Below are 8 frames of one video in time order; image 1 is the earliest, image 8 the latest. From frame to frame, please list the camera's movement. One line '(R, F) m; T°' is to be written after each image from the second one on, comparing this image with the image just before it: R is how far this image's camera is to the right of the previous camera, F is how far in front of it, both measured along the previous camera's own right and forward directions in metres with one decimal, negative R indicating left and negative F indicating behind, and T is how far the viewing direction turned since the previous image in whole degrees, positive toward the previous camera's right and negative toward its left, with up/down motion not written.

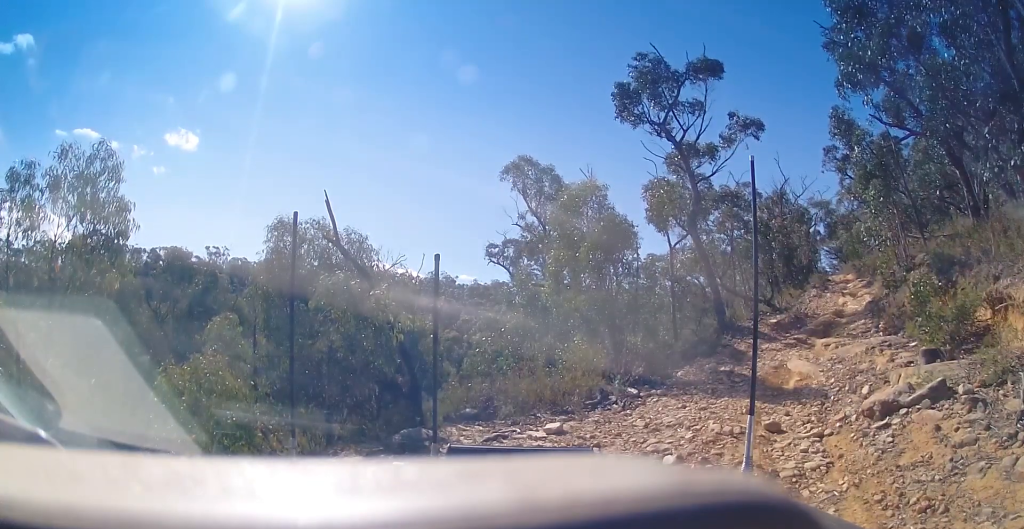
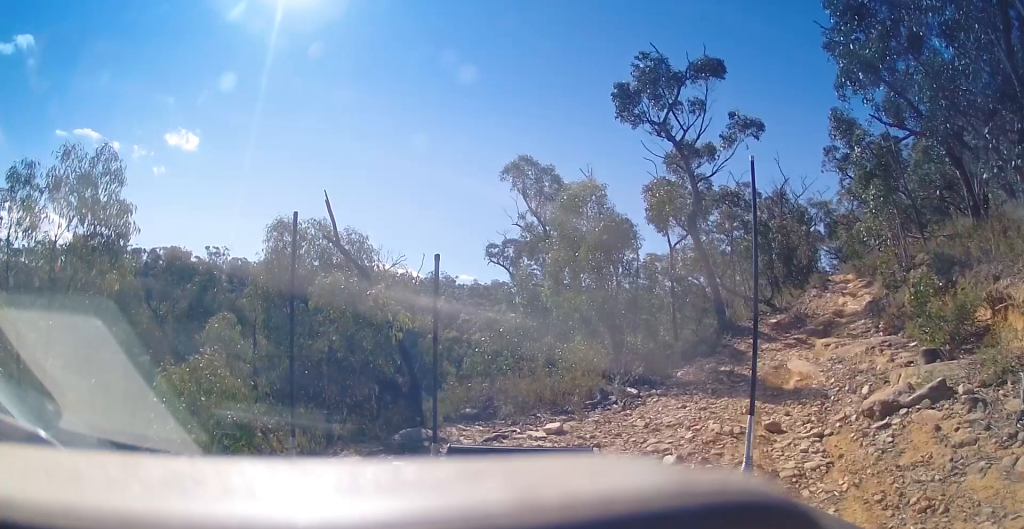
(0.0, 0.0) m; 0°
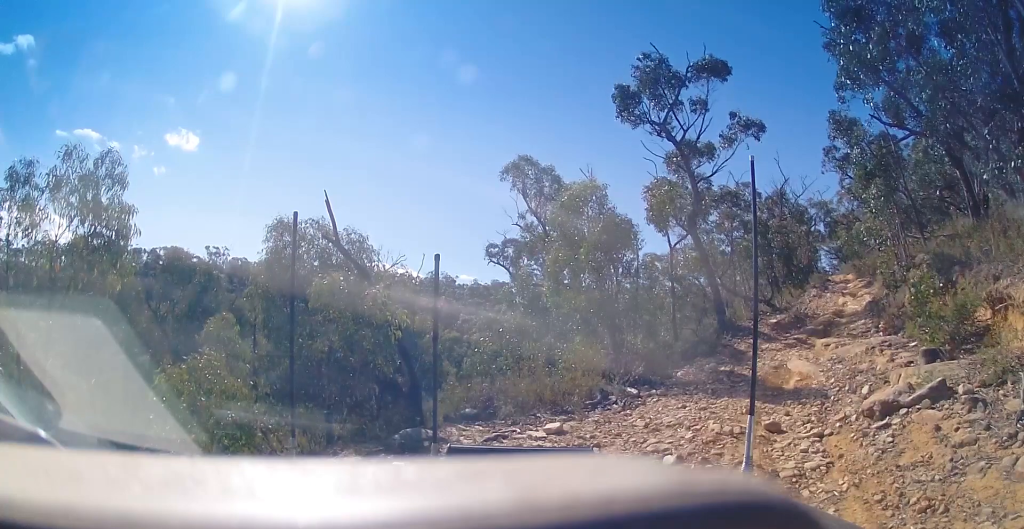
(0.0, 0.0) m; 0°
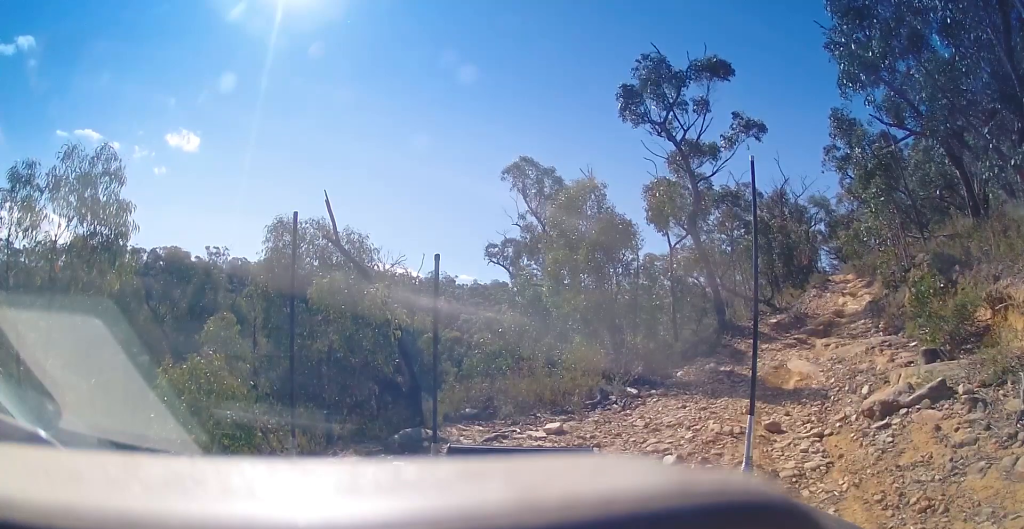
(0.0, 0.0) m; 0°
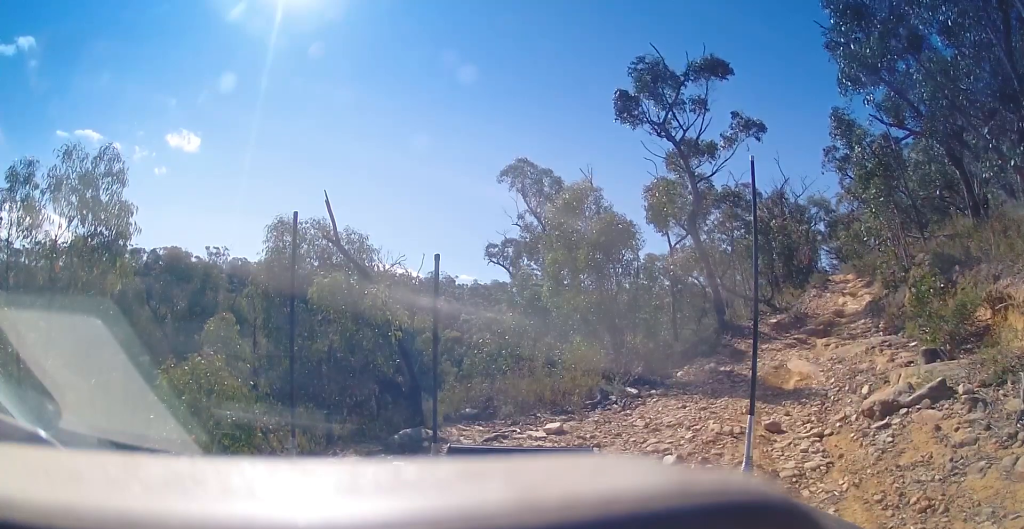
(0.0, 0.0) m; 0°
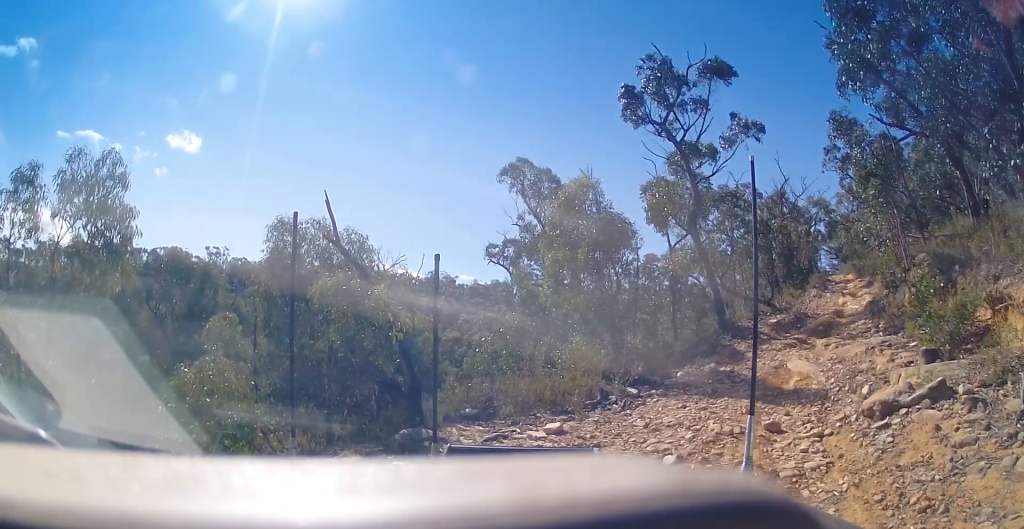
(0.0, 0.0) m; 0°
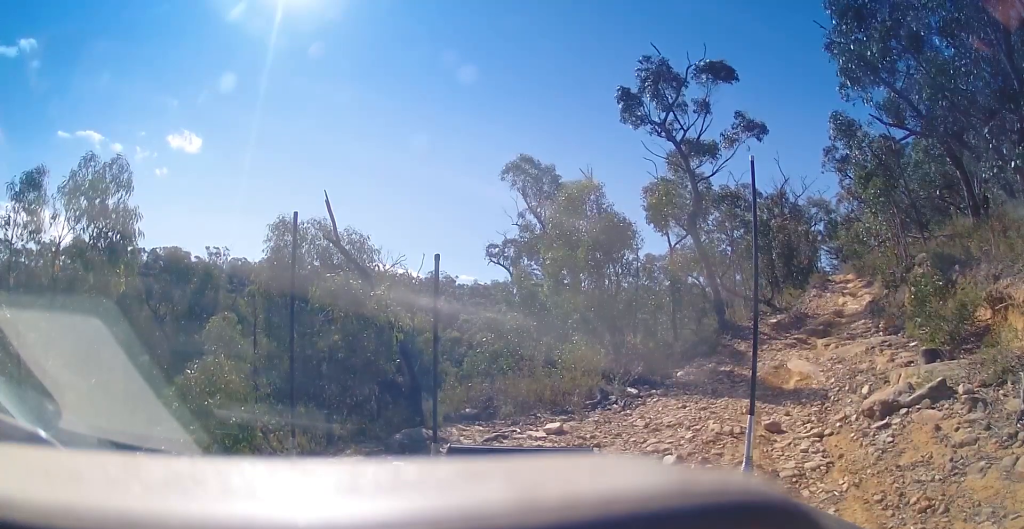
(0.0, 0.0) m; 0°
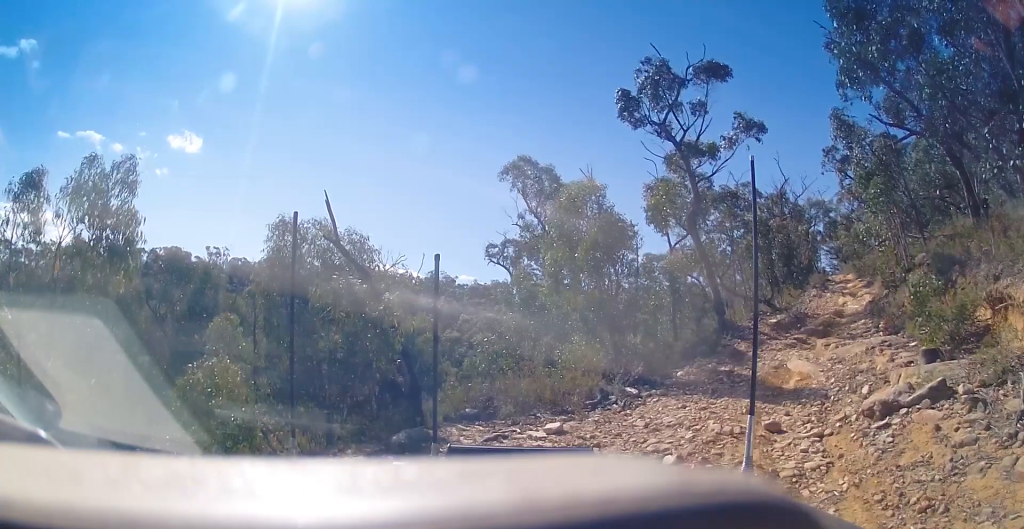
(0.0, 0.0) m; 0°
